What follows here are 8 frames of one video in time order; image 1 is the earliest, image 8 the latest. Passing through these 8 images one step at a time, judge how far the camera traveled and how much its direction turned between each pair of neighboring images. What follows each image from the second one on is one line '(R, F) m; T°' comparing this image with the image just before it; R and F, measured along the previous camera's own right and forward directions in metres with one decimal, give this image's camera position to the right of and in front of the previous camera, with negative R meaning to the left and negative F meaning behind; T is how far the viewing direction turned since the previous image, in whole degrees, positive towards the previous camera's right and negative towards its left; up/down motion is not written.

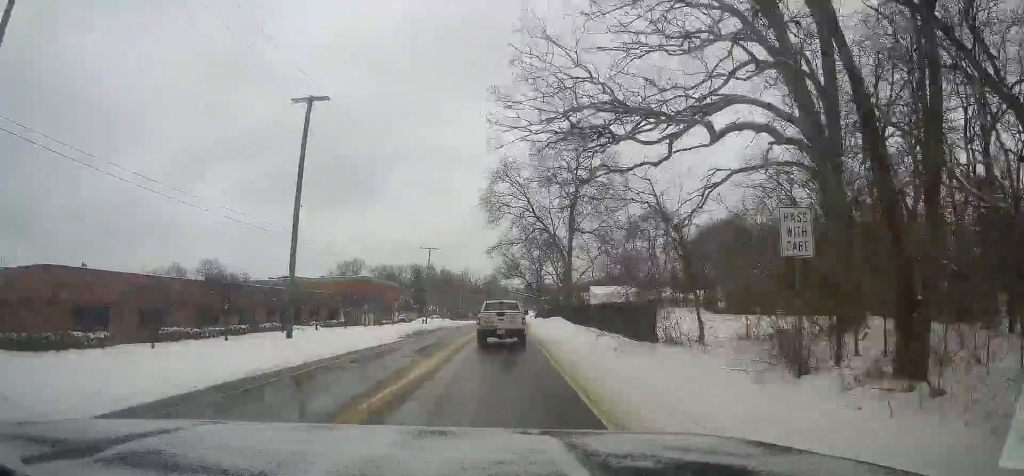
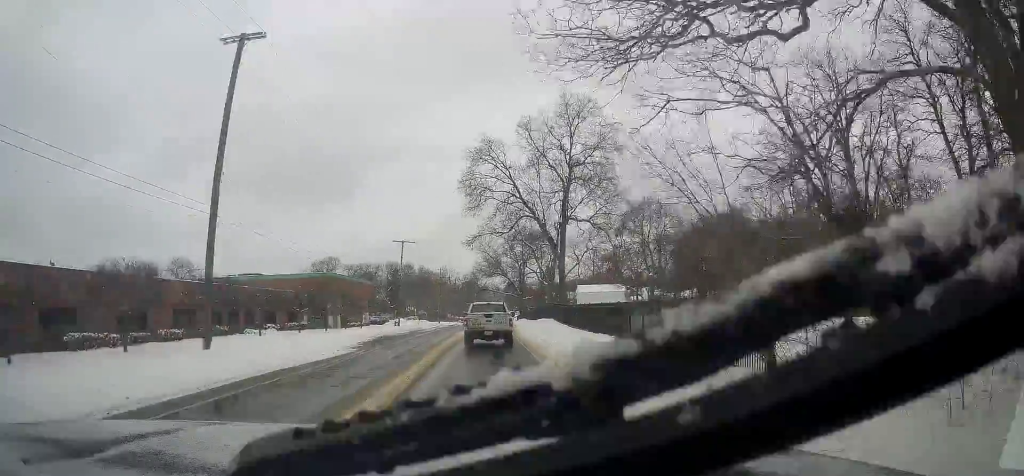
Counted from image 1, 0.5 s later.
(+0.4, +8.7) m; +2°
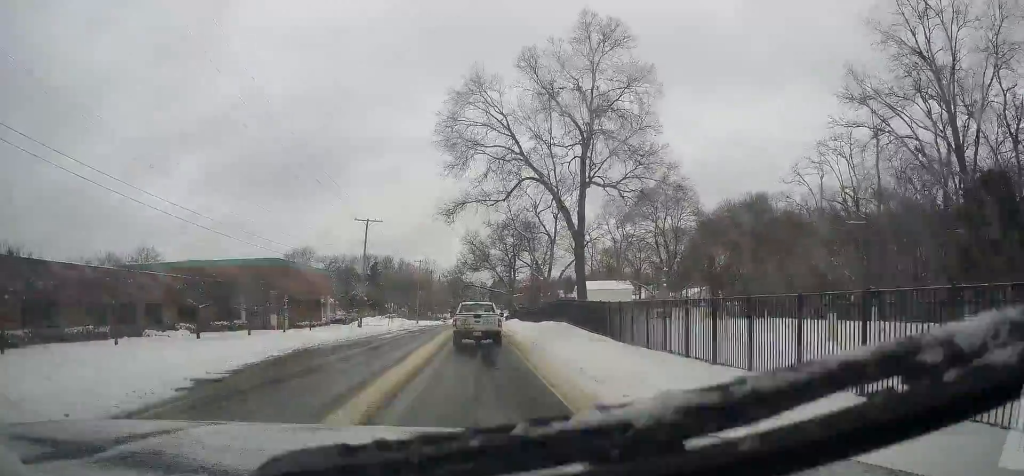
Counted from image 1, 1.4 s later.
(+0.5, +15.7) m; +2°
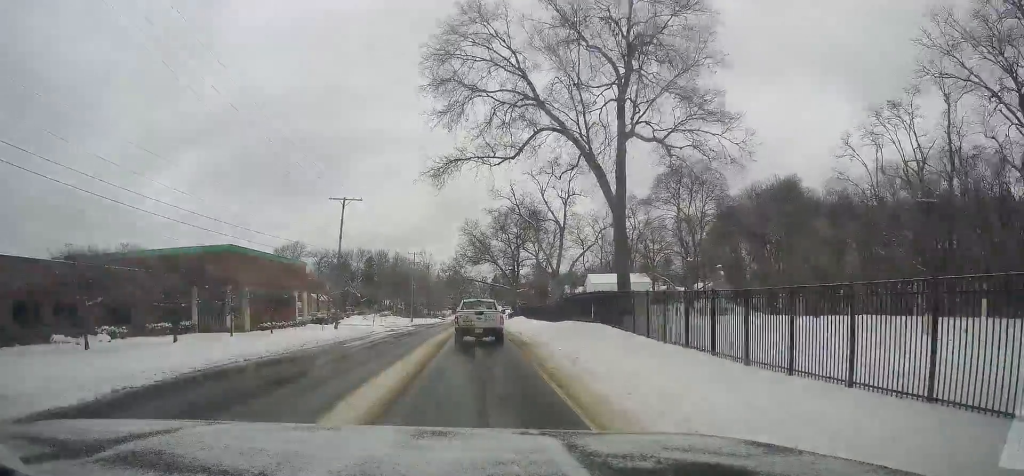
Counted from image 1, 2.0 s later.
(0.0, +10.4) m; +1°
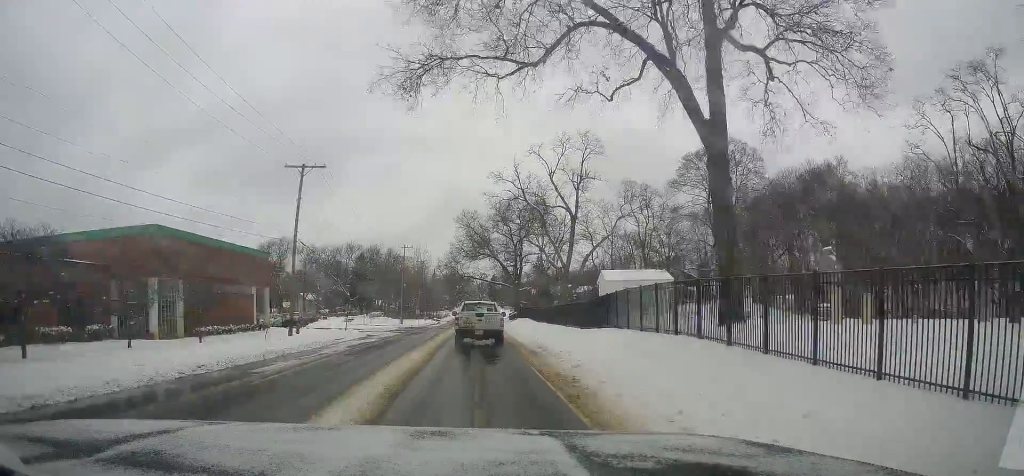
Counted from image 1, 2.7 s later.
(+0.2, +11.6) m; +2°
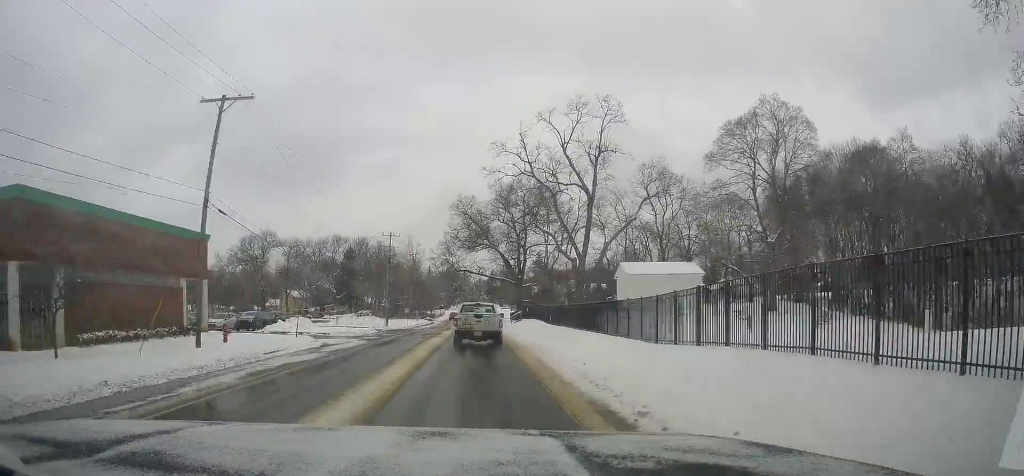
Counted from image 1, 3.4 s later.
(+0.3, +12.8) m; +2°
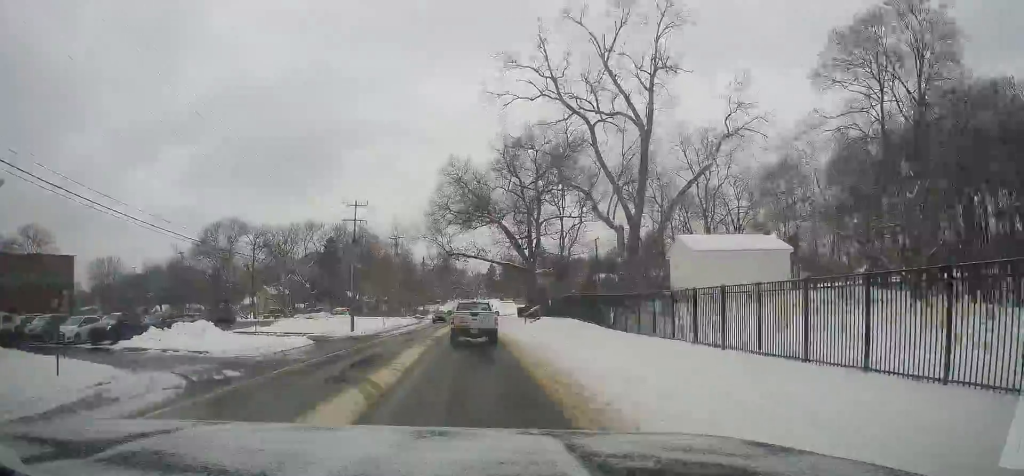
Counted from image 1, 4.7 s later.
(+0.2, +21.9) m; -2°
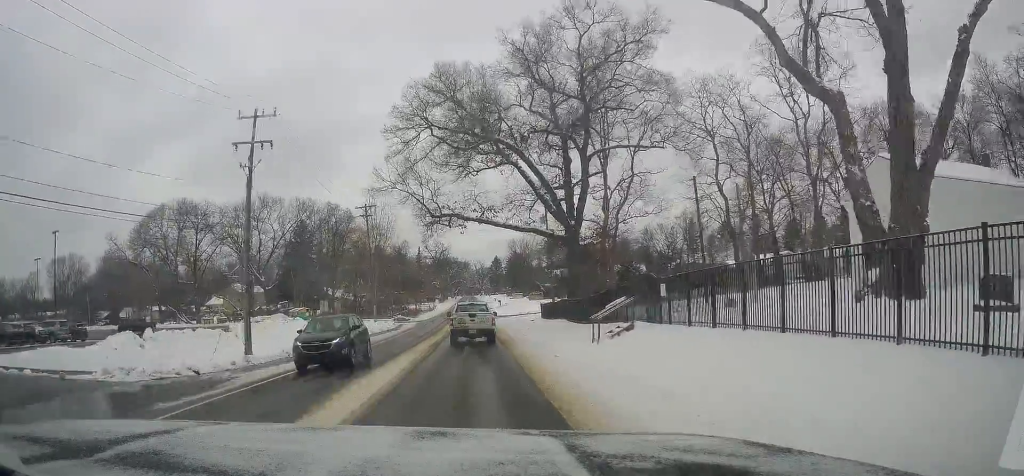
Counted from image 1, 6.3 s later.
(-0.7, +27.9) m; -1°
